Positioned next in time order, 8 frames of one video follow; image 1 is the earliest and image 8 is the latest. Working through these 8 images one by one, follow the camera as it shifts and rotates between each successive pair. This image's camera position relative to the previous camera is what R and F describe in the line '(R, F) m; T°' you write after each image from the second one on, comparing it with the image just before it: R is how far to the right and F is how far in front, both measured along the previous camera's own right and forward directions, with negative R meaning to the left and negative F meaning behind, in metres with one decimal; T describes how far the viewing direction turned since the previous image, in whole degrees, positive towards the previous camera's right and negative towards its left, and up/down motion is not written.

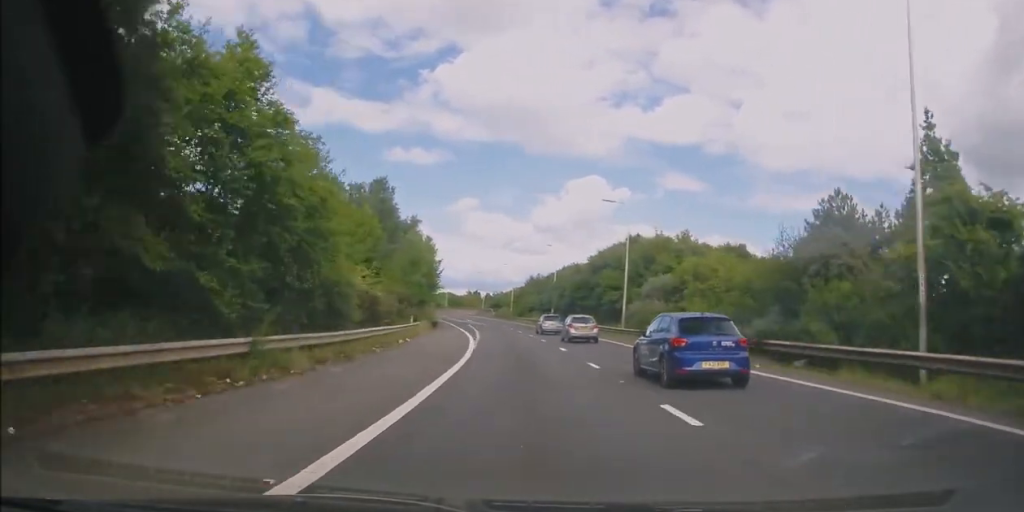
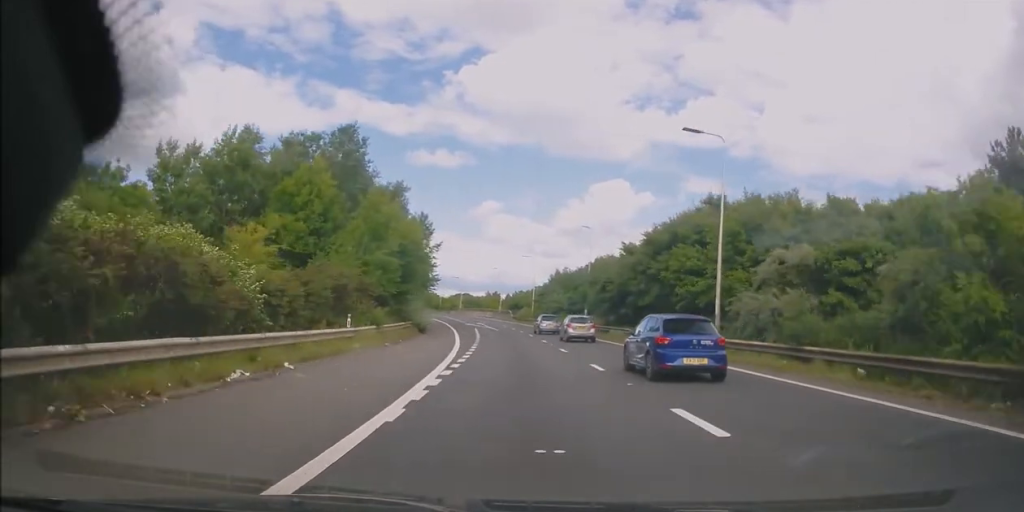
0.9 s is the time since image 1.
(-0.2, +18.0) m; -2°
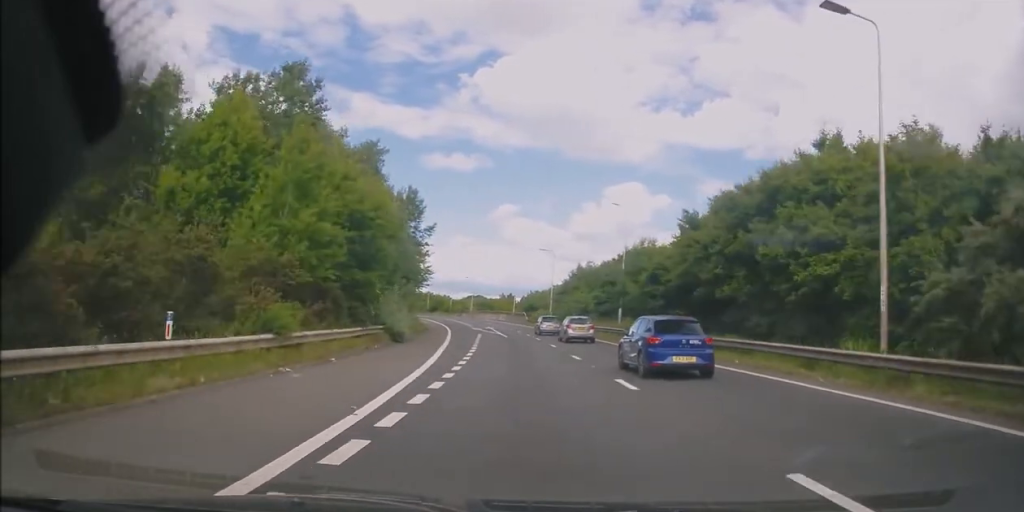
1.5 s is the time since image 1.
(0.0, +12.4) m; -2°
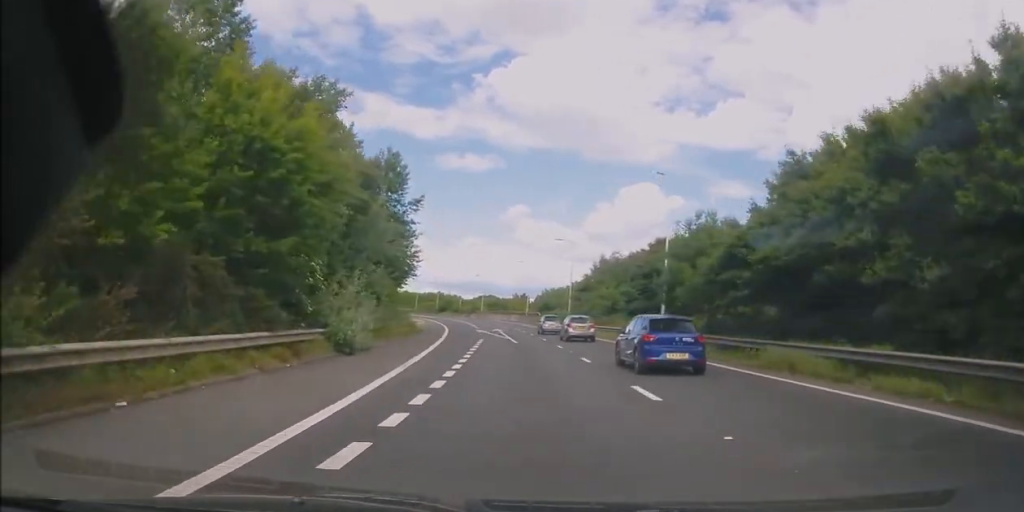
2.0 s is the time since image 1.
(-0.4, +10.4) m; -1°
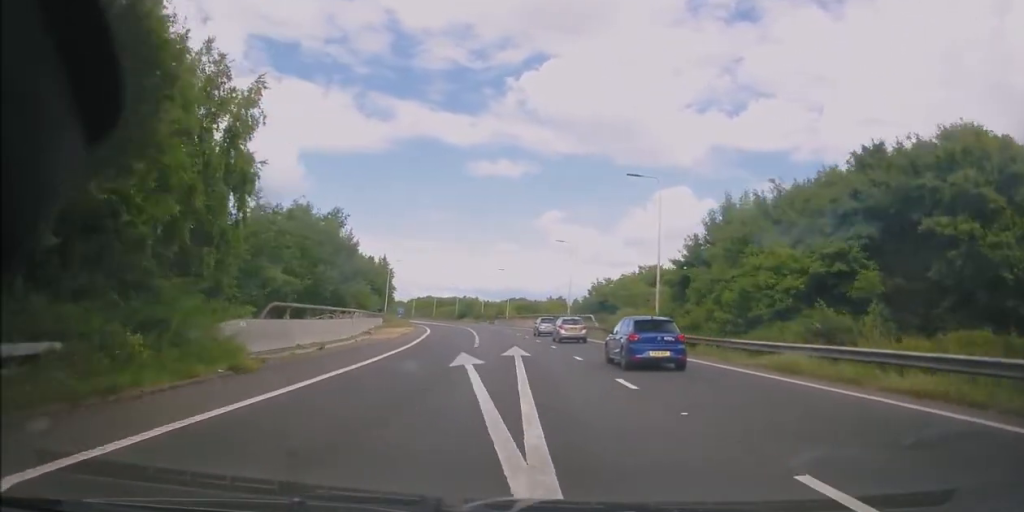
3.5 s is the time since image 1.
(-0.8, +32.5) m; -3°
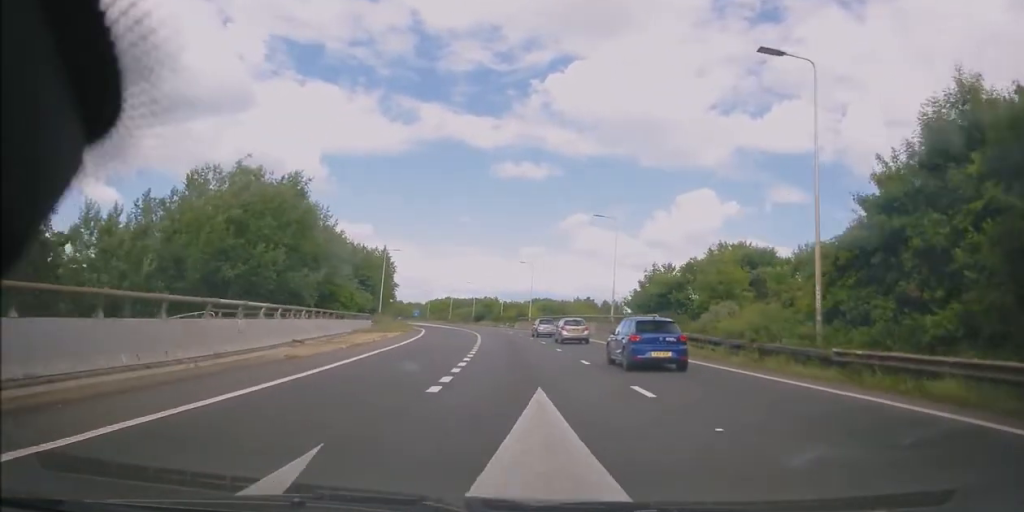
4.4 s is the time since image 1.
(-0.5, +18.0) m; -1°
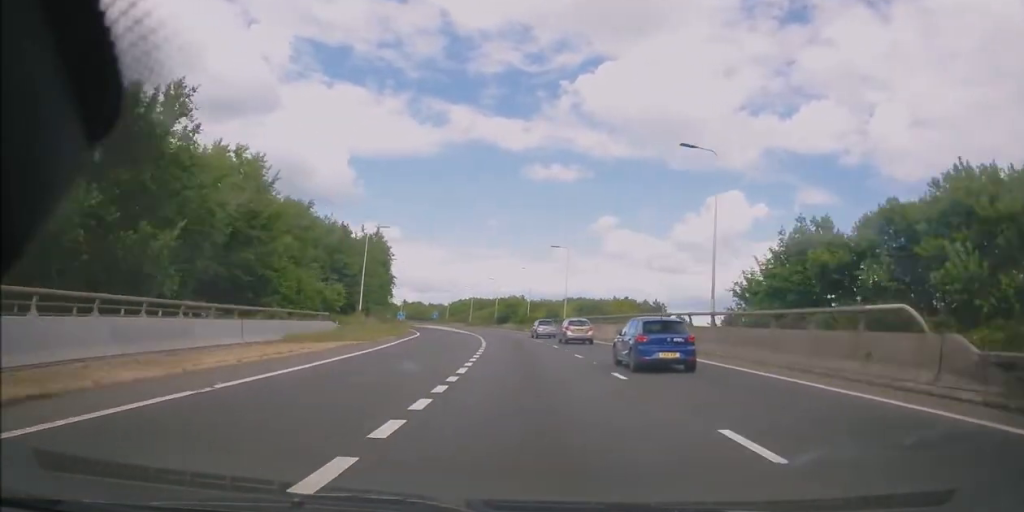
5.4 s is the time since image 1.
(-0.1, +21.7) m; -1°
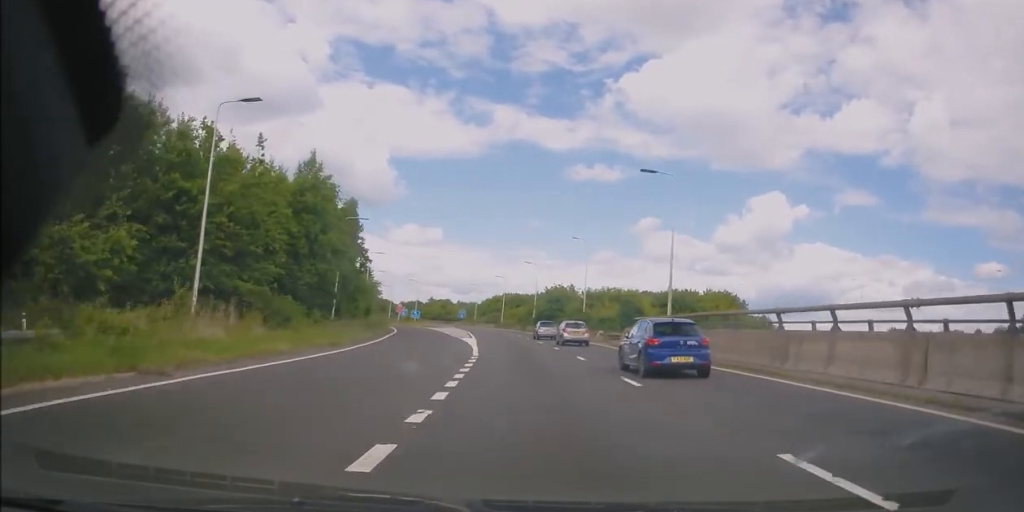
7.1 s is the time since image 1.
(-1.2, +35.6) m; -5°
